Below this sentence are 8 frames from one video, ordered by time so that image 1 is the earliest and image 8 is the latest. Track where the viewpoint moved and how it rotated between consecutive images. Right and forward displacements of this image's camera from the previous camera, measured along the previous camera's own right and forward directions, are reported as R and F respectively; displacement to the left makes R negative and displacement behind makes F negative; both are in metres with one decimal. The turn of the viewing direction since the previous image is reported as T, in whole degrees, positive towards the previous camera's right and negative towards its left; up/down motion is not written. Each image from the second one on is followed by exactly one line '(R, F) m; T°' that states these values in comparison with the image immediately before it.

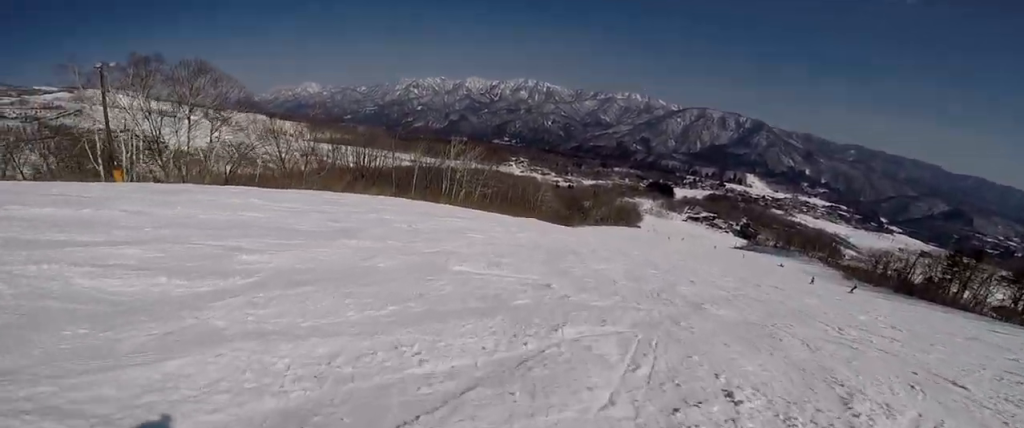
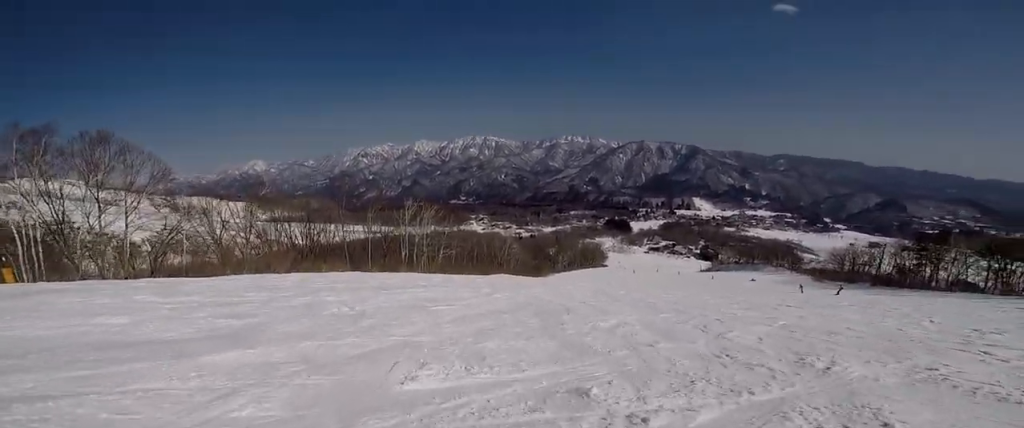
(+0.2, +4.7) m; +8°
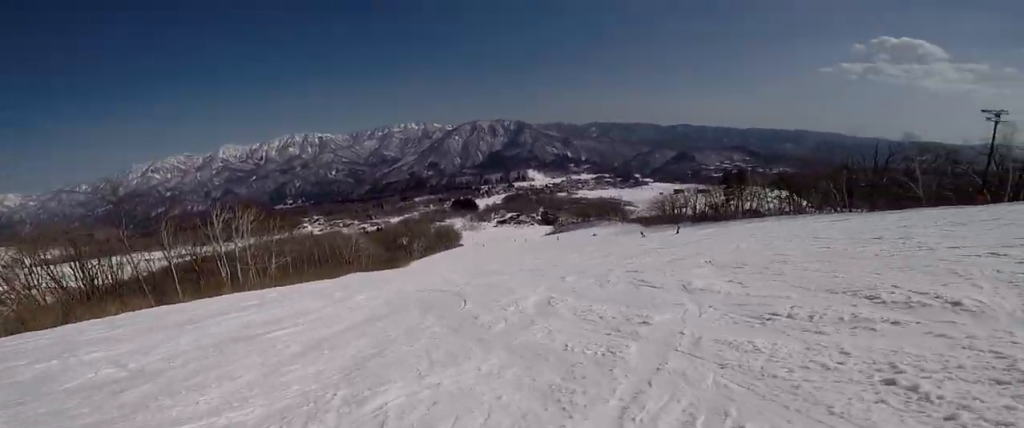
(+0.2, +4.3) m; +12°
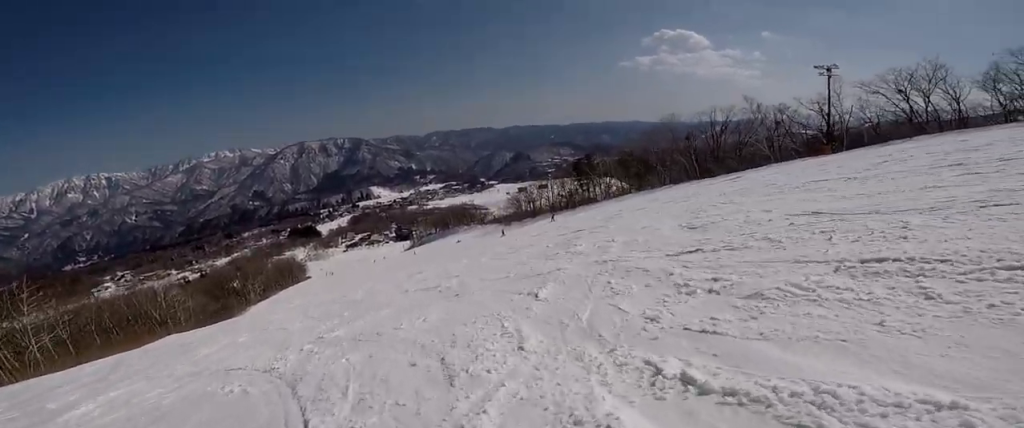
(+1.5, +8.5) m; +12°
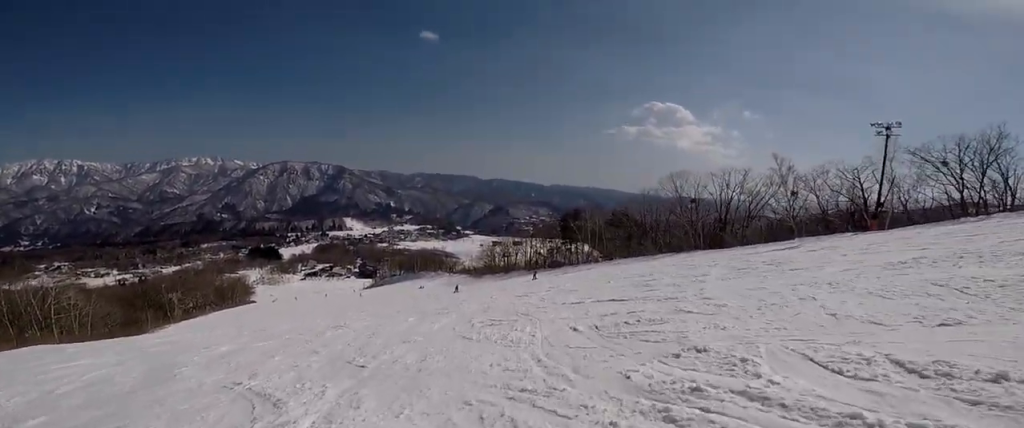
(+0.4, +9.6) m; +3°
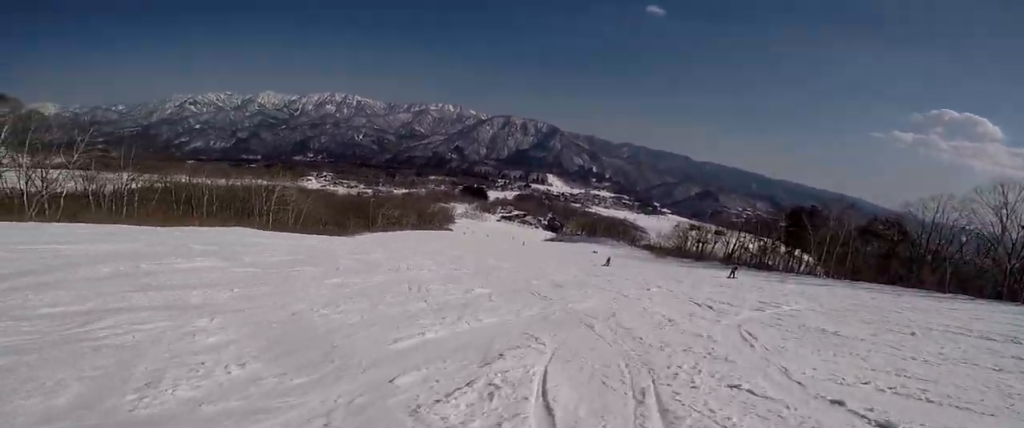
(-0.2, +9.8) m; -16°
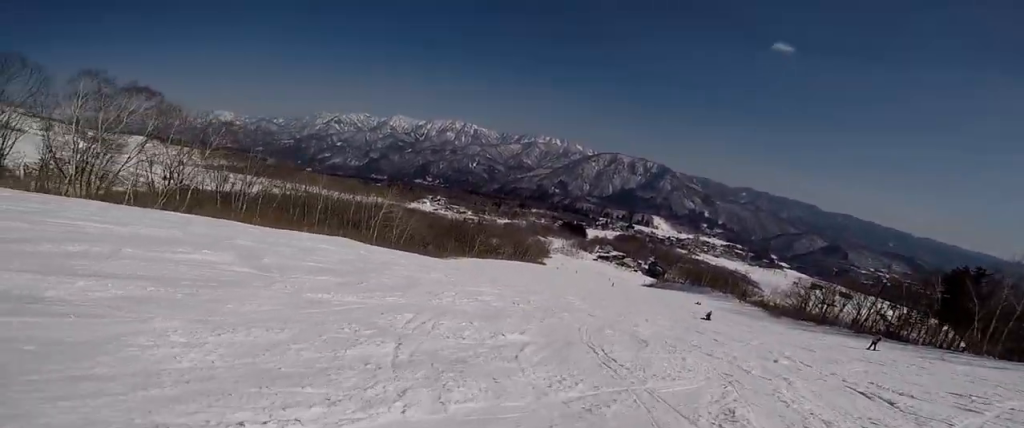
(+0.1, +3.7) m; -12°
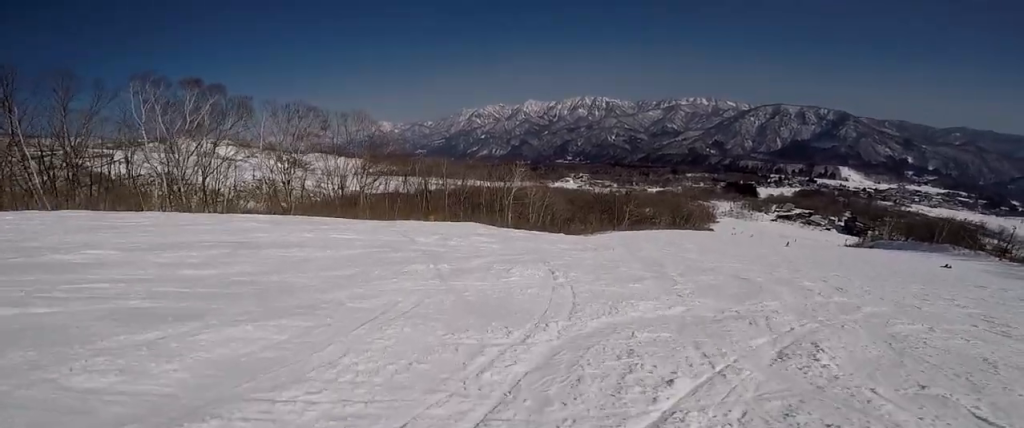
(-6.0, +11.6) m; -29°
